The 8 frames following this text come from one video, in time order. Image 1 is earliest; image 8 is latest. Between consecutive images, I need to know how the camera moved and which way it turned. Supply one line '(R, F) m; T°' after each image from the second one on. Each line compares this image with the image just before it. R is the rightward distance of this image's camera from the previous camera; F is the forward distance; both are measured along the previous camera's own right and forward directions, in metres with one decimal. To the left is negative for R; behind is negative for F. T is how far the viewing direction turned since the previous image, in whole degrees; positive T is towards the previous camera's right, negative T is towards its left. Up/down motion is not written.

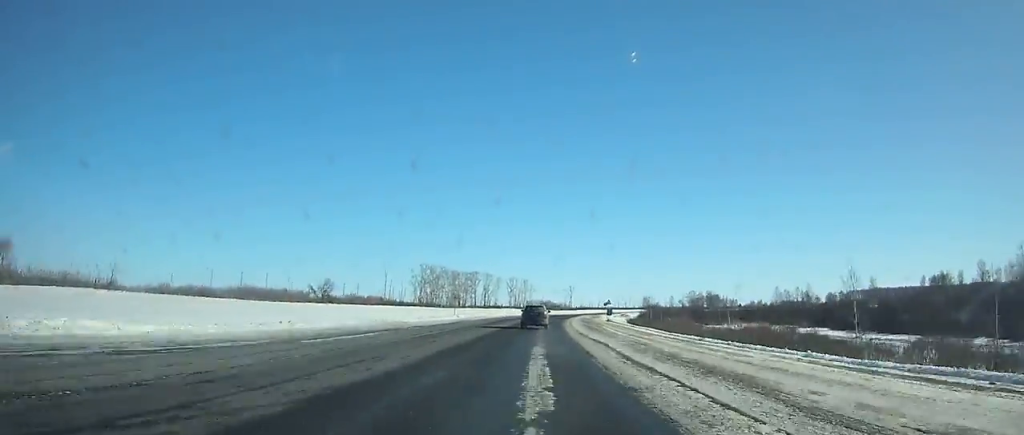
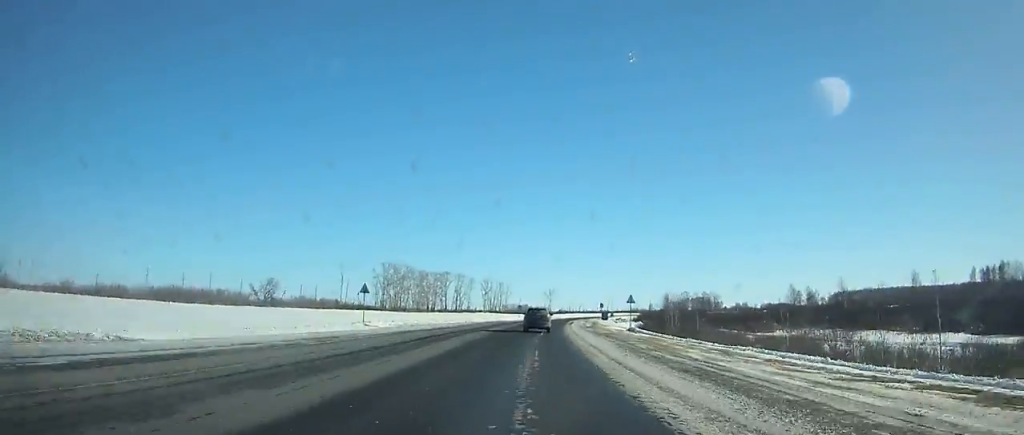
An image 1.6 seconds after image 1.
(+0.1, +34.5) m; +2°
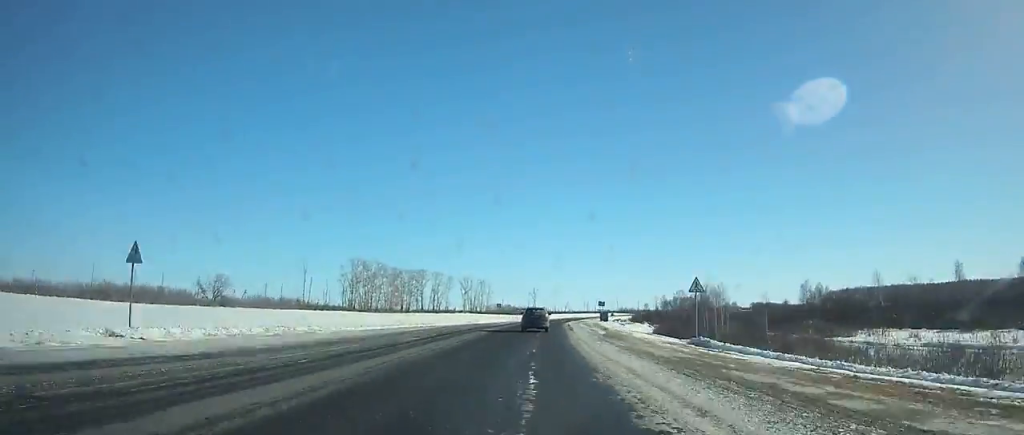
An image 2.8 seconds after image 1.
(+0.8, +25.5) m; +1°
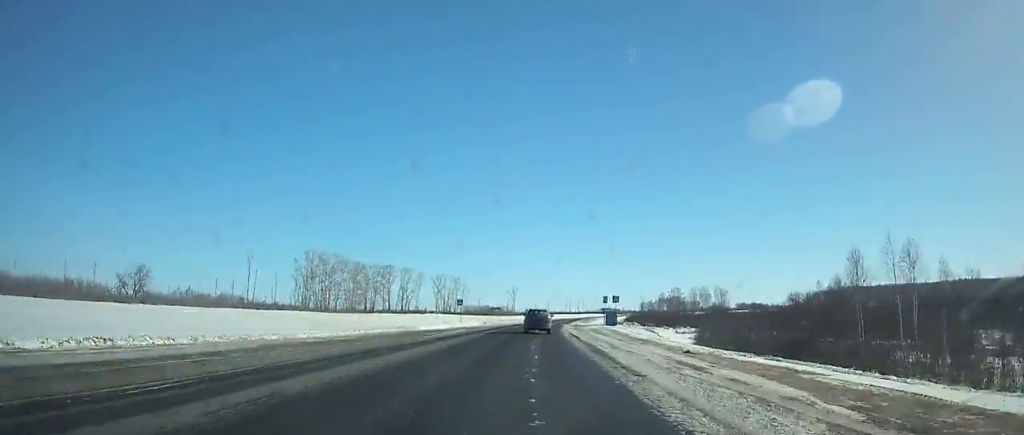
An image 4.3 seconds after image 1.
(+0.4, +31.9) m; +2°
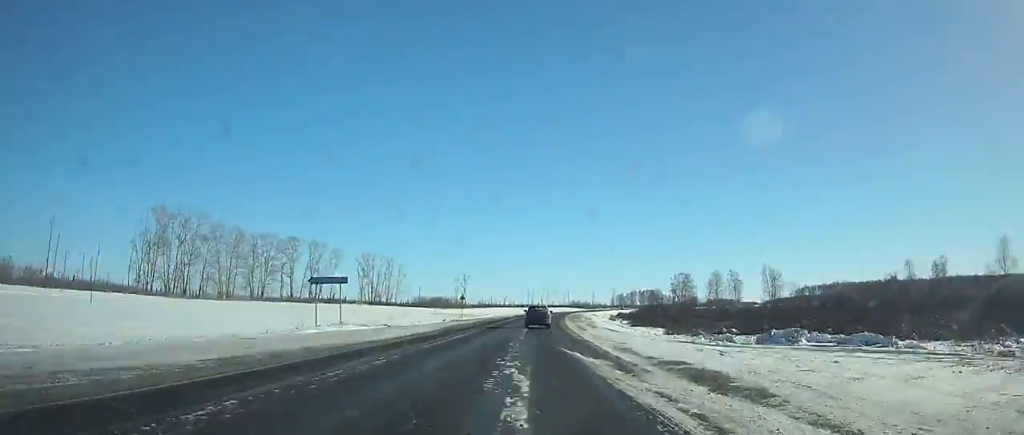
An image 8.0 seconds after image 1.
(+2.4, +78.1) m; +4°
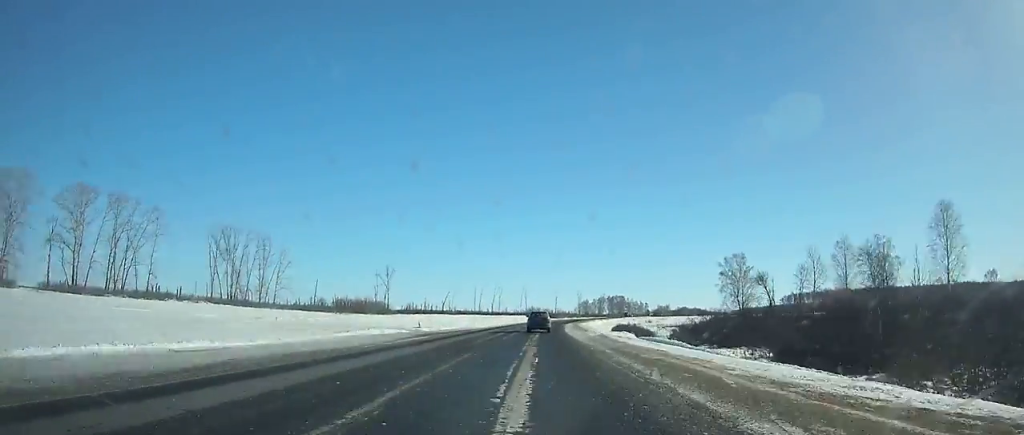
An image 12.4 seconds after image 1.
(+4.3, +93.3) m; +5°
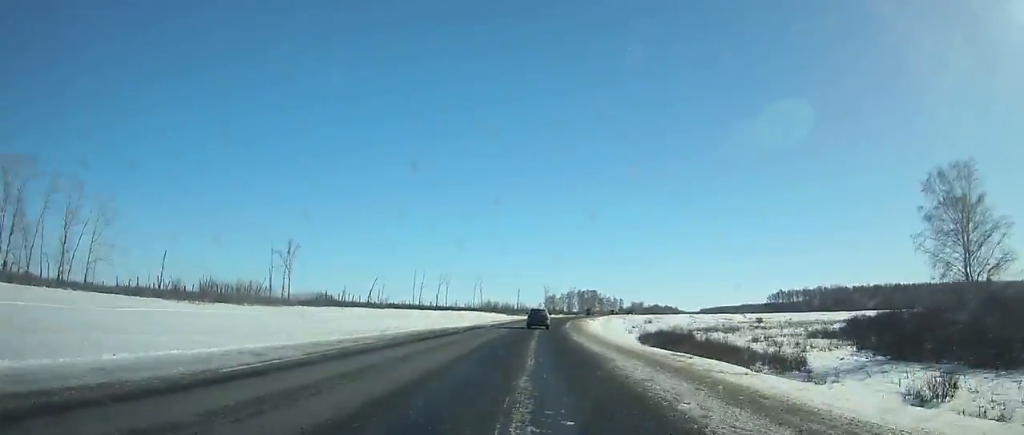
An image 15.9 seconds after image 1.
(+2.7, +75.5) m; +4°
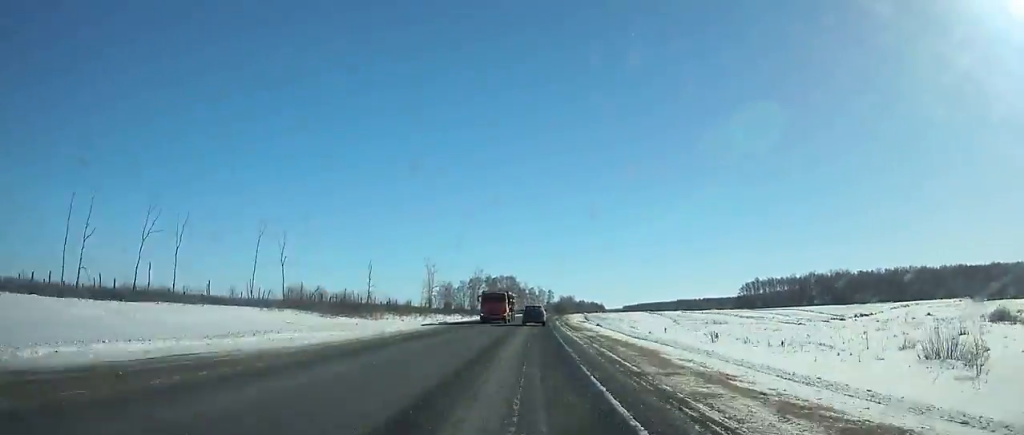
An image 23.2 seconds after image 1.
(+11.8, +162.6) m; +7°
